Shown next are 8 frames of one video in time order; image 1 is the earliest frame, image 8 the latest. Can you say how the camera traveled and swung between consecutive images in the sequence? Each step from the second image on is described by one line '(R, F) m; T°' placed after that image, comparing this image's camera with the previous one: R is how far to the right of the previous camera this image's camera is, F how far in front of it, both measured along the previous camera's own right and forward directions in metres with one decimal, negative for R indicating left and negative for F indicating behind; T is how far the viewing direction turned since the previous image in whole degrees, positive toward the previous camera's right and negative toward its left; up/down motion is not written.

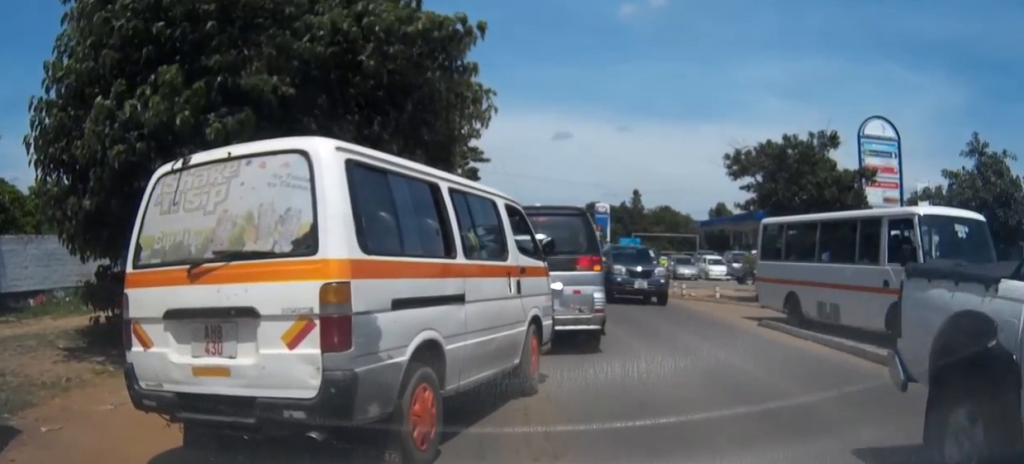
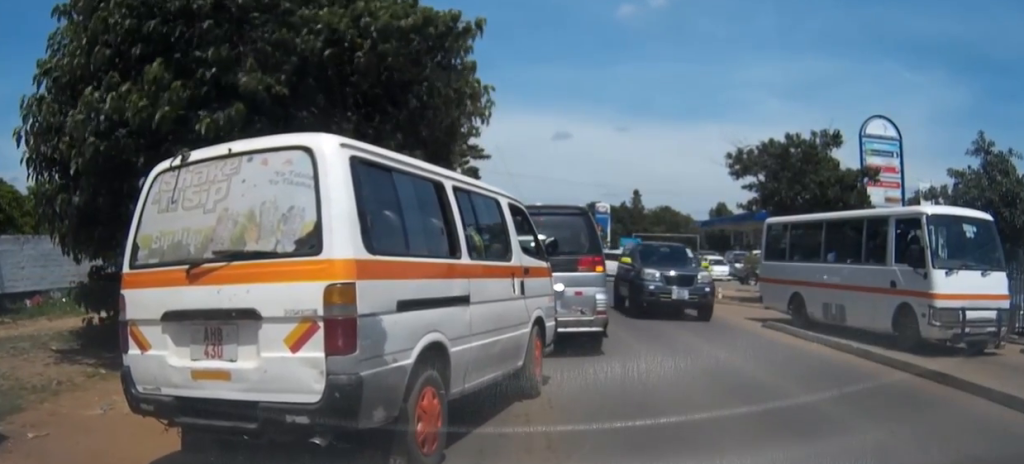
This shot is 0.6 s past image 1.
(+0.1, +0.4) m; 0°
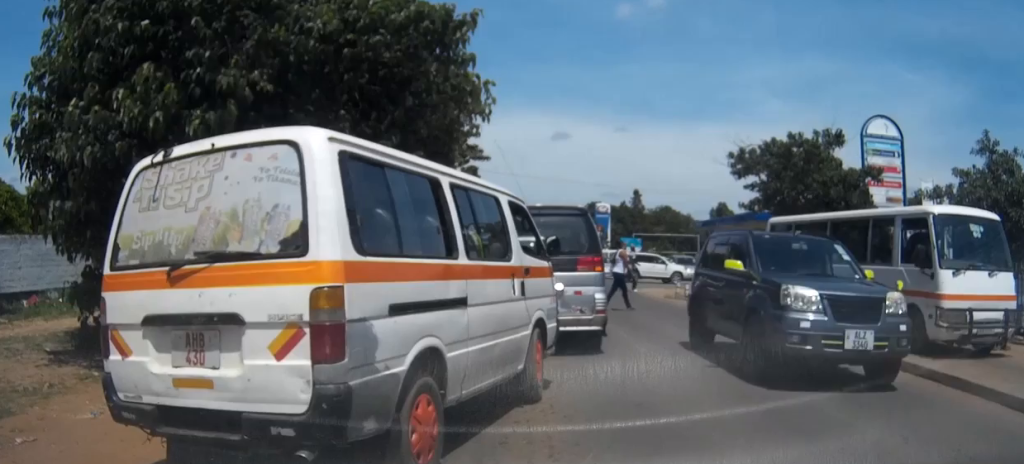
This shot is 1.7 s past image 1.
(+0.1, +0.3) m; 0°
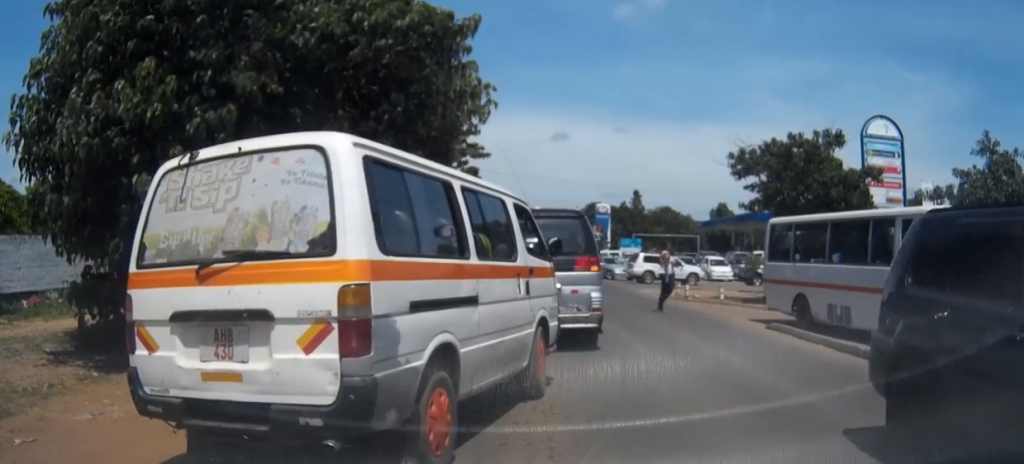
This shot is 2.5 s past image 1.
(0.0, 0.0) m; 0°
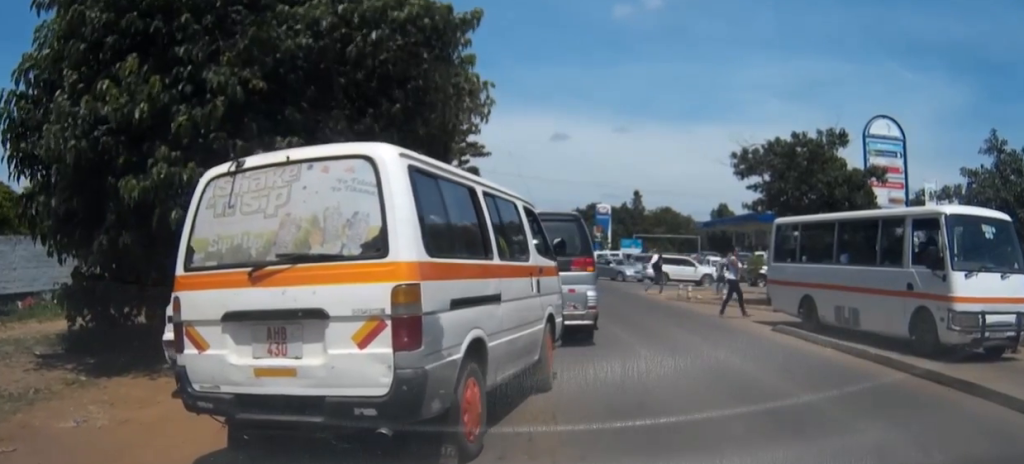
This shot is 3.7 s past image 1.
(-0.1, +0.2) m; 0°
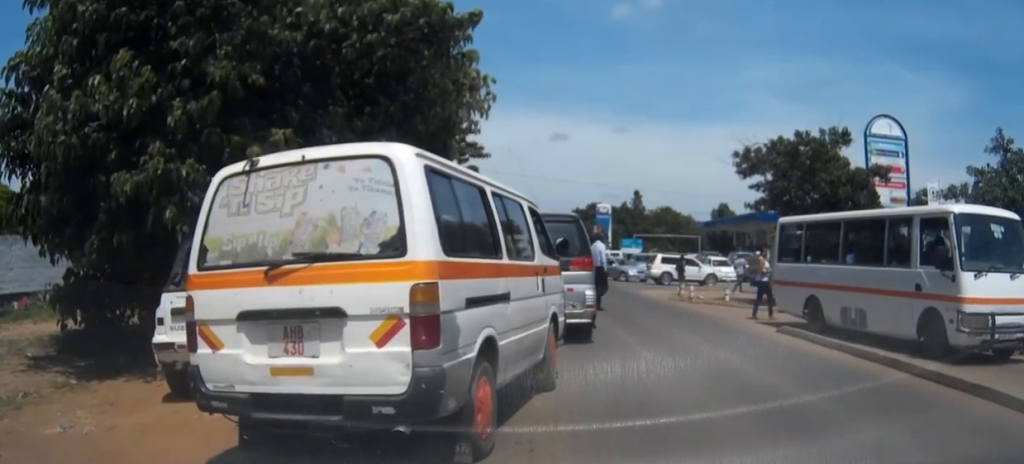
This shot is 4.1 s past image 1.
(-0.1, +0.2) m; 0°
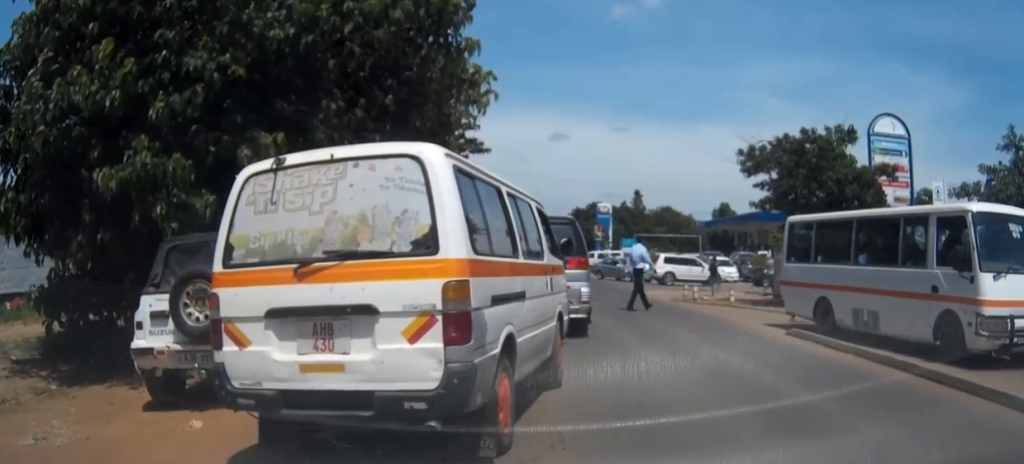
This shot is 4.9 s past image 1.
(-0.1, +0.5) m; 0°
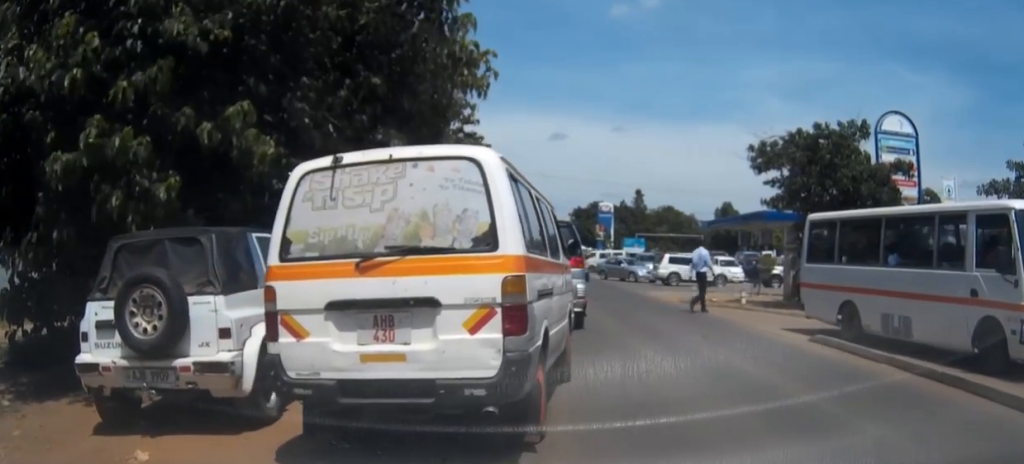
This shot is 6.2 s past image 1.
(0.0, +1.1) m; 0°
